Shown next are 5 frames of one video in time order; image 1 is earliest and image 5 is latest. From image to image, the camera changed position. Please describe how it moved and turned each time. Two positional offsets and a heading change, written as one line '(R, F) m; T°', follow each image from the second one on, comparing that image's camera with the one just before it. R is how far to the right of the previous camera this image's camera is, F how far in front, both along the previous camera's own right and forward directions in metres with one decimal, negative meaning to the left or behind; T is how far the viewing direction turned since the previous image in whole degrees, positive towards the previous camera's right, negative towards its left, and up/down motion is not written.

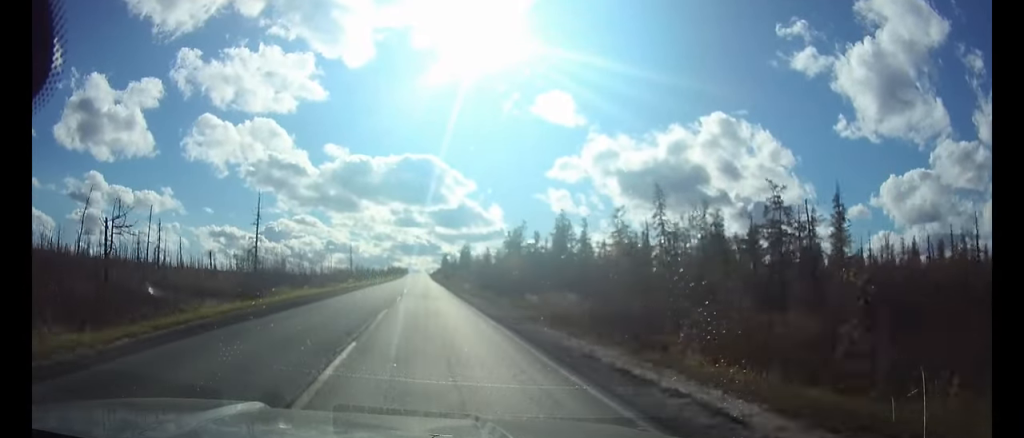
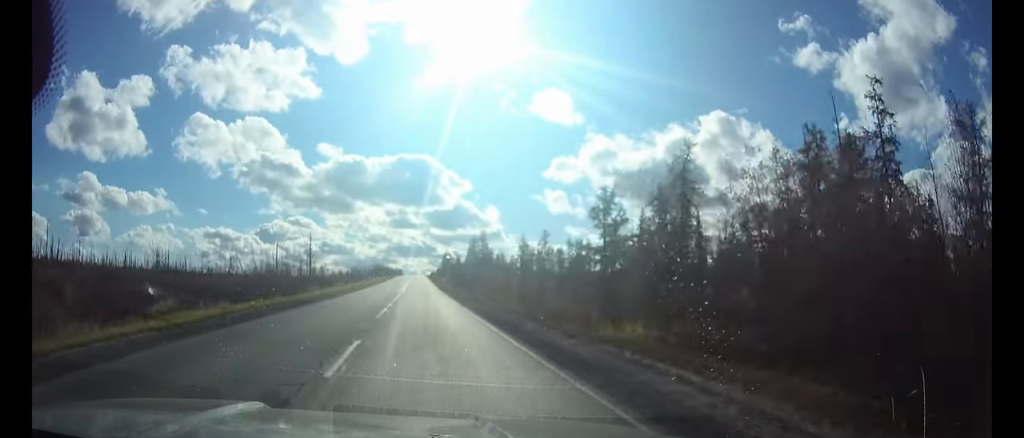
(+0.1, +58.4) m; 0°
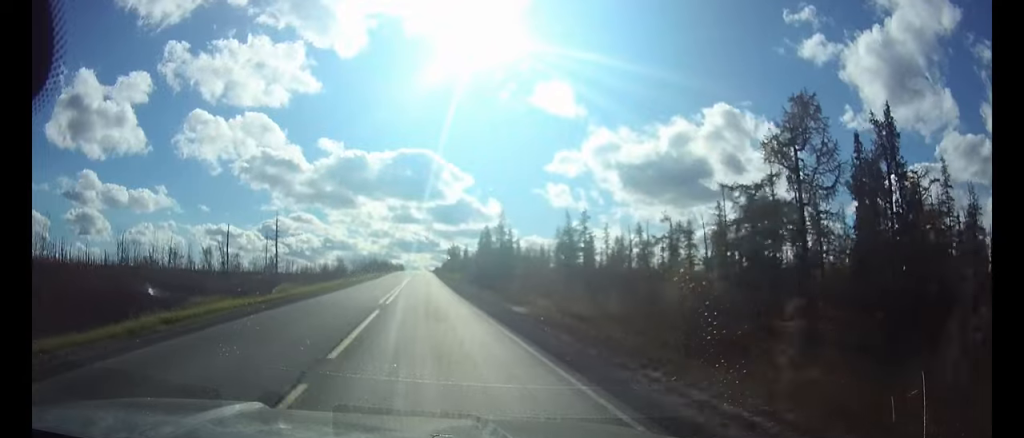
(0.0, +29.5) m; 0°
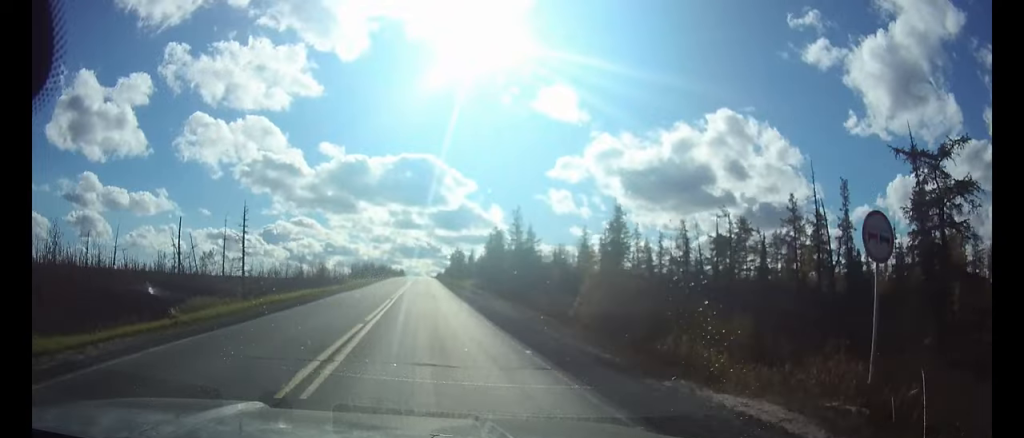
(0.0, +16.9) m; 0°
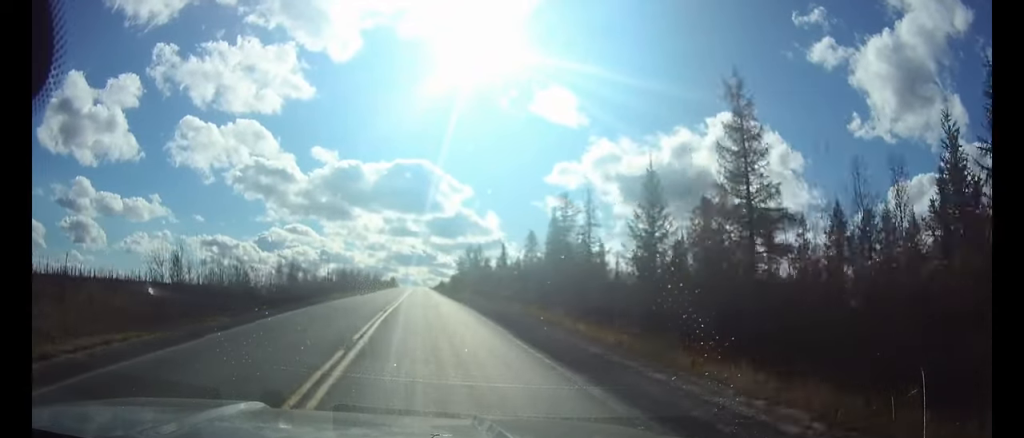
(+0.2, +72.5) m; 0°
